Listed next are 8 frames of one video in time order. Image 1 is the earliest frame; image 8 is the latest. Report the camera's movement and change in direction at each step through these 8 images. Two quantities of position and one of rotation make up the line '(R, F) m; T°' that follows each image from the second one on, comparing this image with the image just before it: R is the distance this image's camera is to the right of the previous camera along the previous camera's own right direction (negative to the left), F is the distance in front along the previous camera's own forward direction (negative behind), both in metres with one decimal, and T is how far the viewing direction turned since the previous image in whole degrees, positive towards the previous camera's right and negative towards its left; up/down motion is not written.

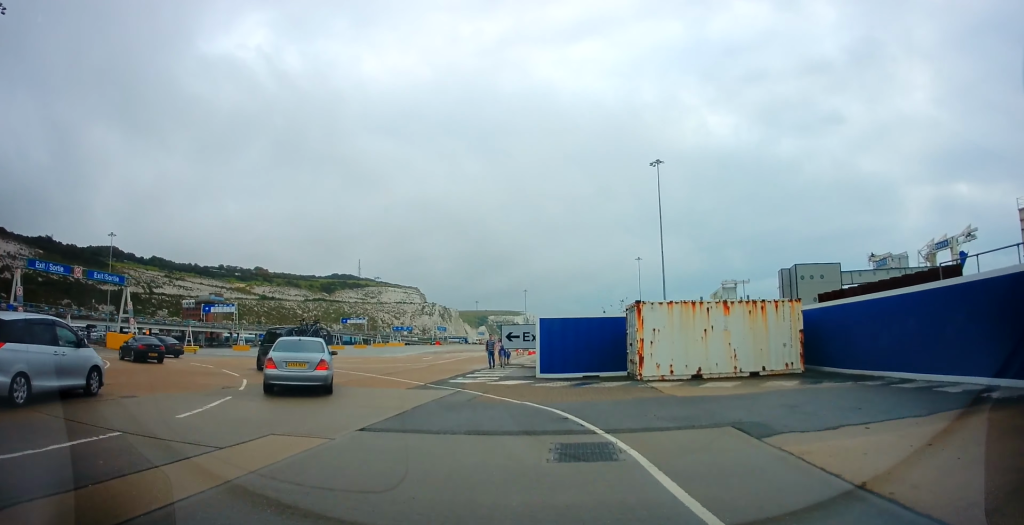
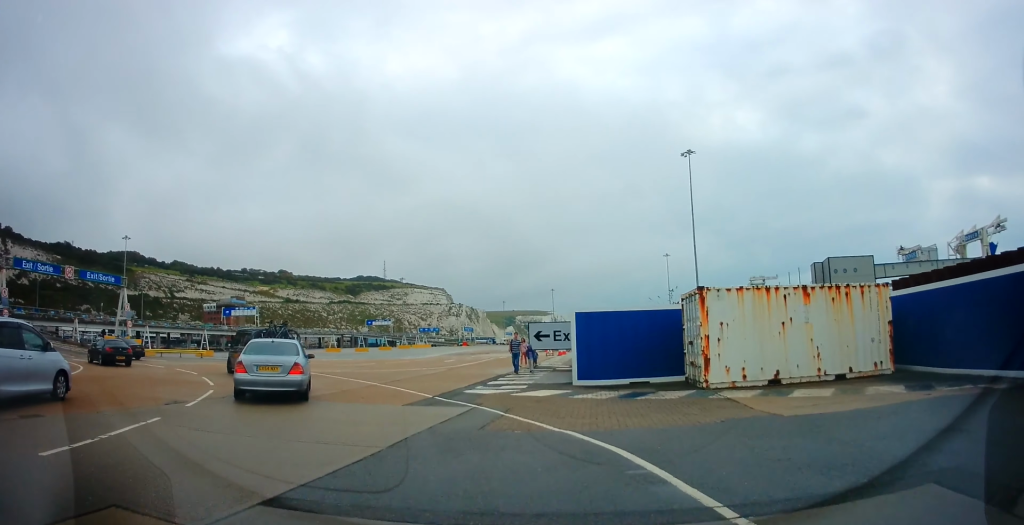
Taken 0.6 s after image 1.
(0.0, +4.1) m; -3°
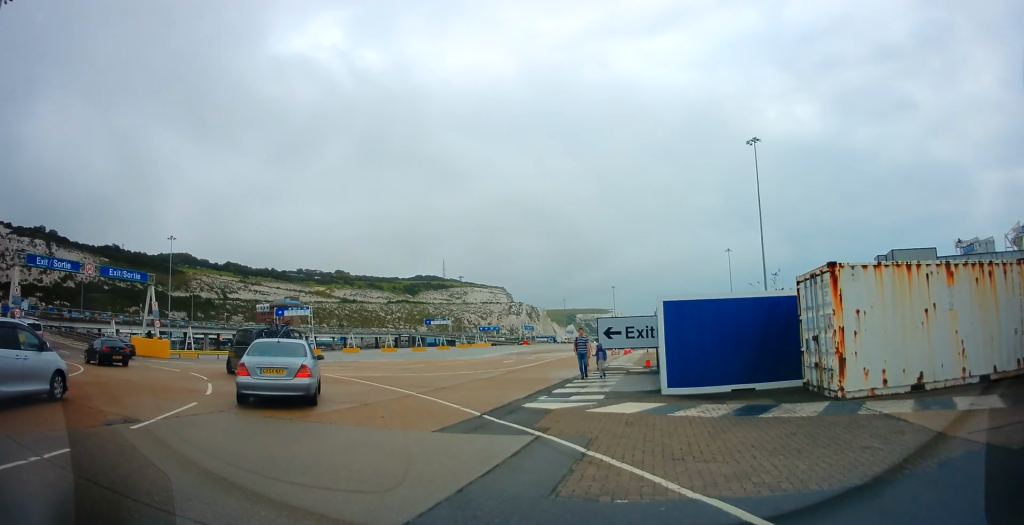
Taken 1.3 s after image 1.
(+0.1, +4.1) m; -4°
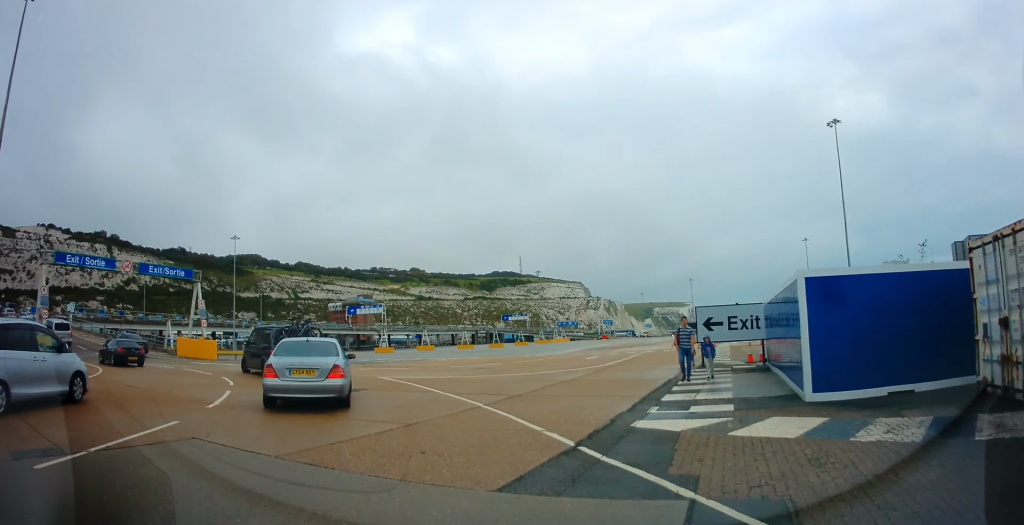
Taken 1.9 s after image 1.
(-0.5, +4.1) m; -7°
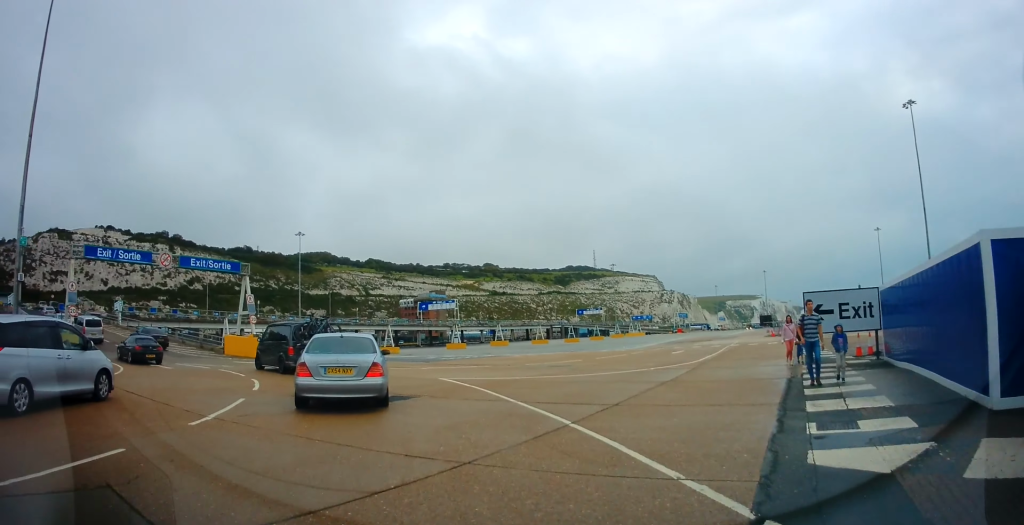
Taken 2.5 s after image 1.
(-0.2, +3.5) m; -8°
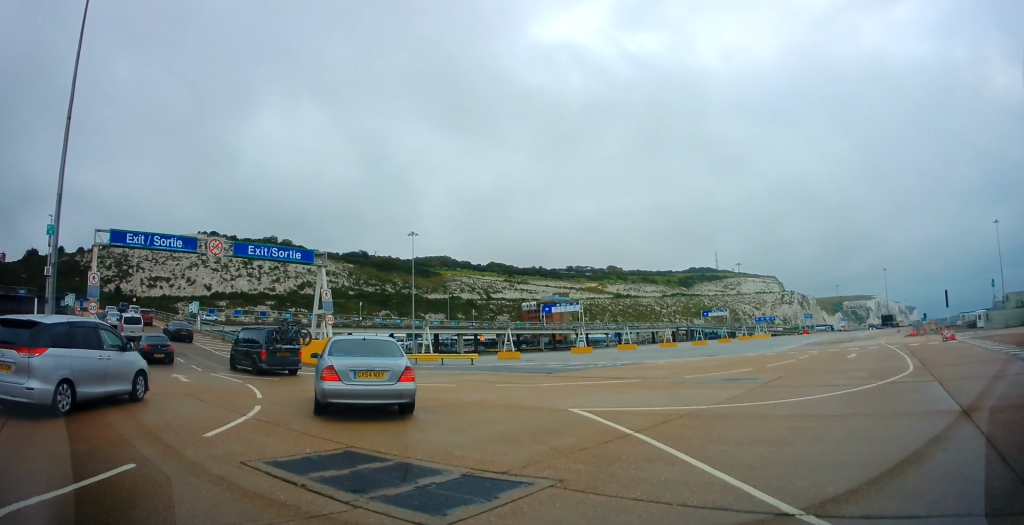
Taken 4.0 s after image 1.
(-1.5, +8.1) m; -15°
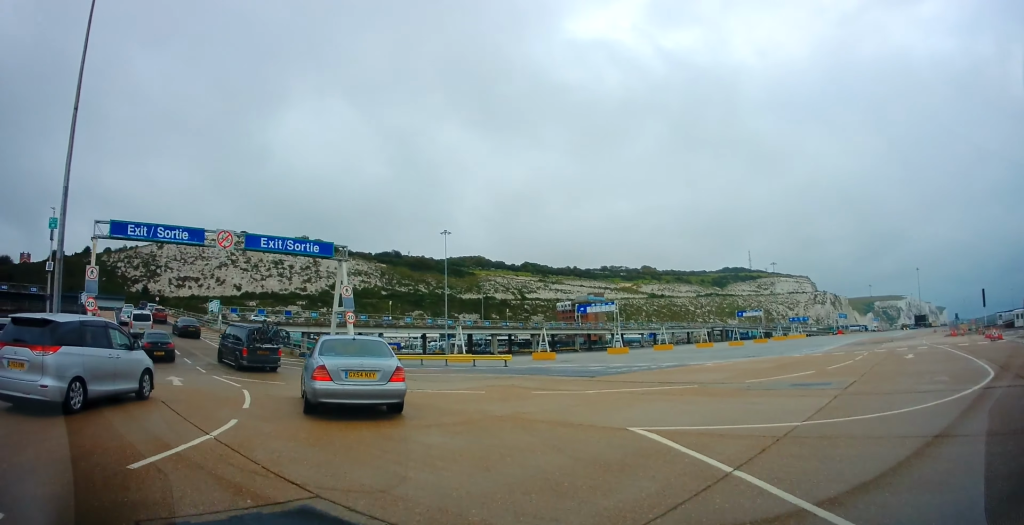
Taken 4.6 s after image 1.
(+0.1, +2.7) m; -2°
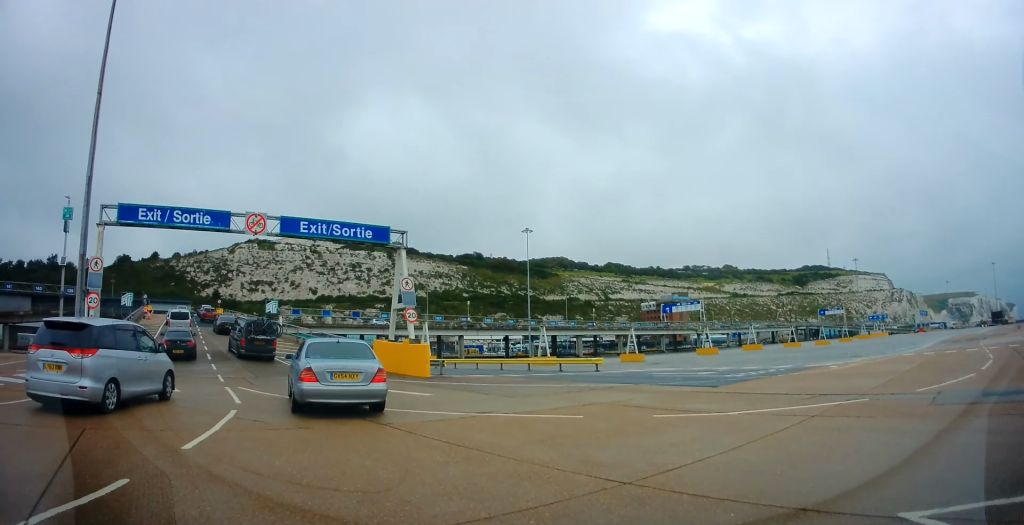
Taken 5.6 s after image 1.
(-0.1, +5.3) m; -9°
